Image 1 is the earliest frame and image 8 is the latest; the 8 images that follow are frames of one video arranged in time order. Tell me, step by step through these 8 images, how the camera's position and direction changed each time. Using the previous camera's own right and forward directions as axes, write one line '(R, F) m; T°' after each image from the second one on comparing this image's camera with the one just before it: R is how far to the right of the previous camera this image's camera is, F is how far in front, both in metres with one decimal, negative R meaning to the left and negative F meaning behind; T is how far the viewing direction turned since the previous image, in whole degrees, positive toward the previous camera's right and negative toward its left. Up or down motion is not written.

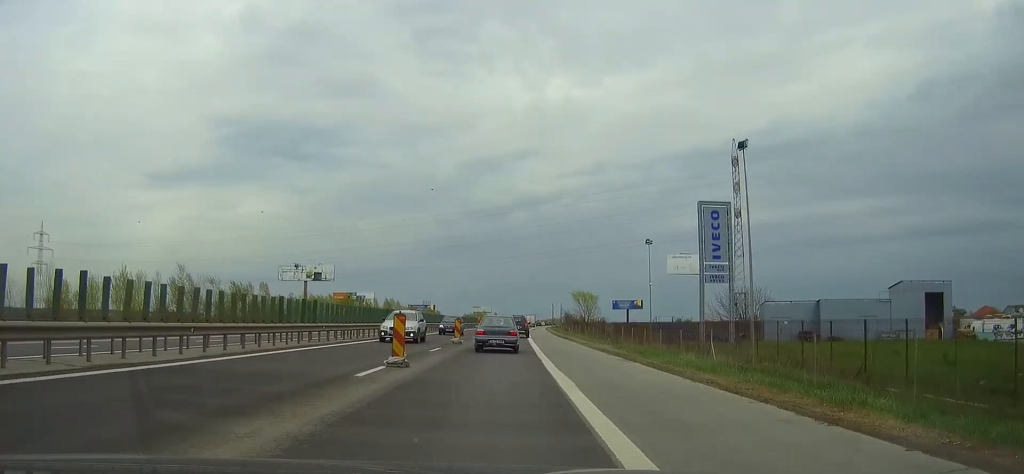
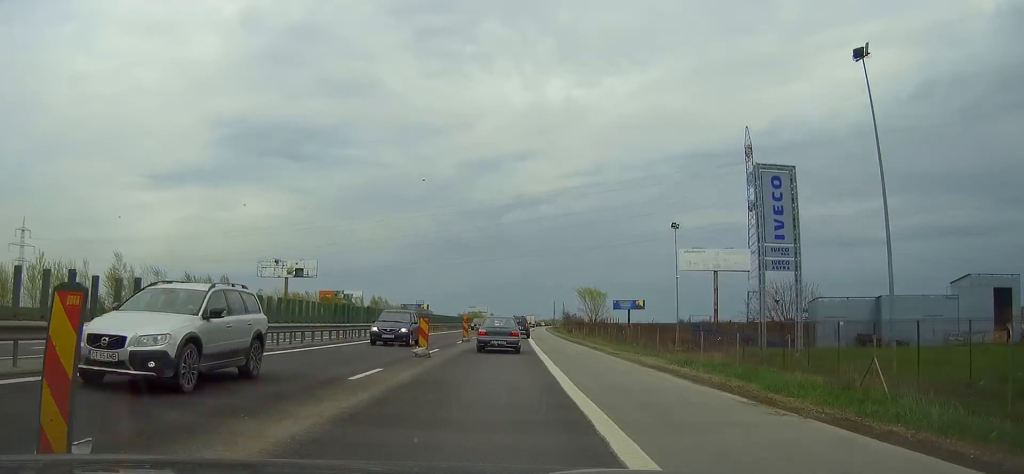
(0.0, +13.1) m; 0°
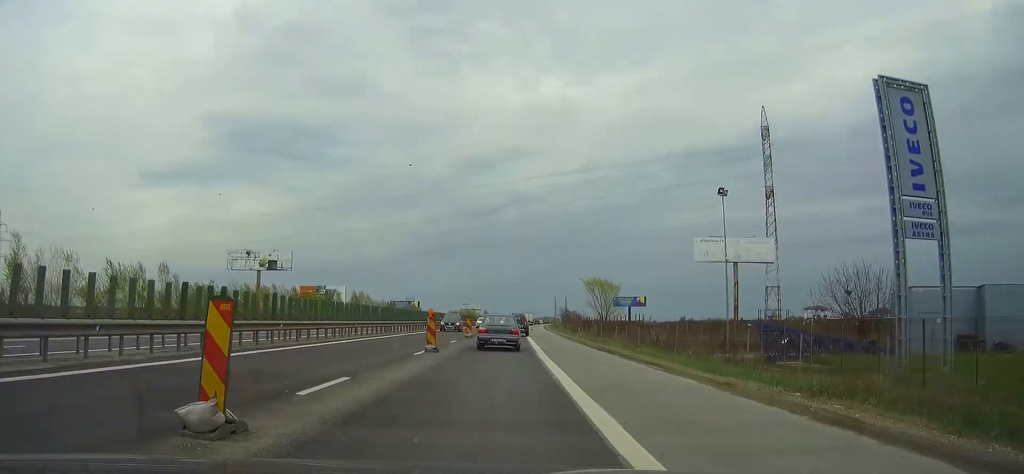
(0.0, +15.4) m; 0°
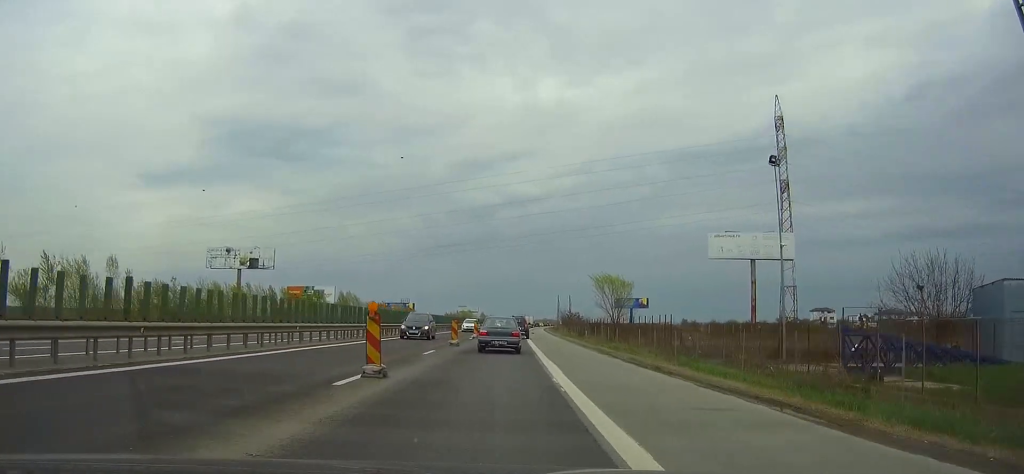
(0.0, +10.1) m; 0°
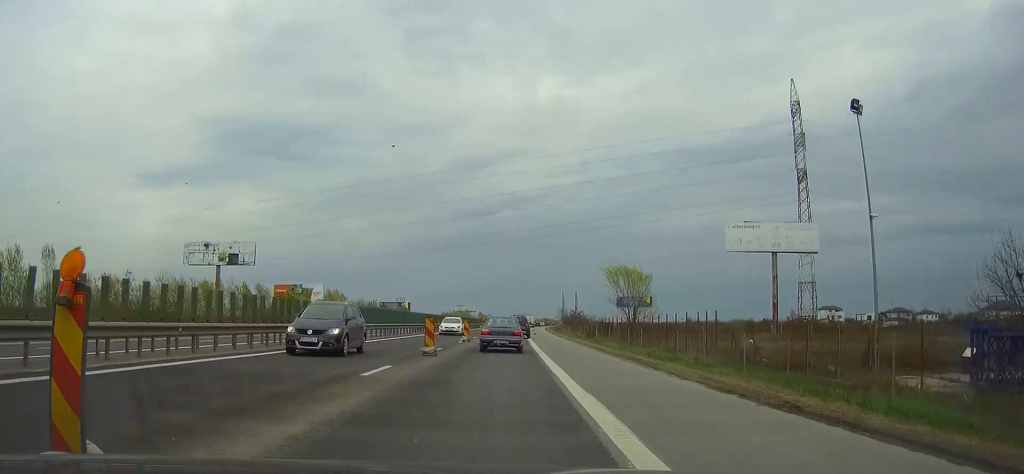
(0.0, +10.1) m; 0°
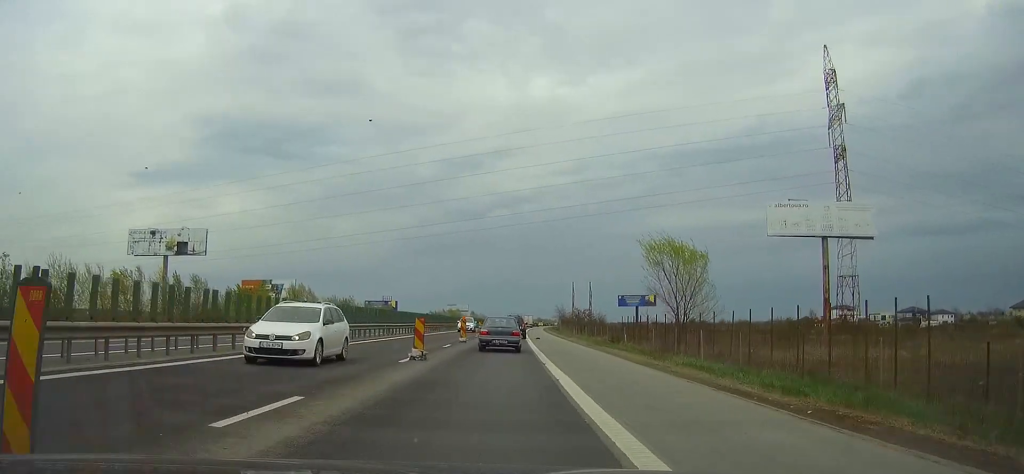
(+0.1, +18.6) m; +1°
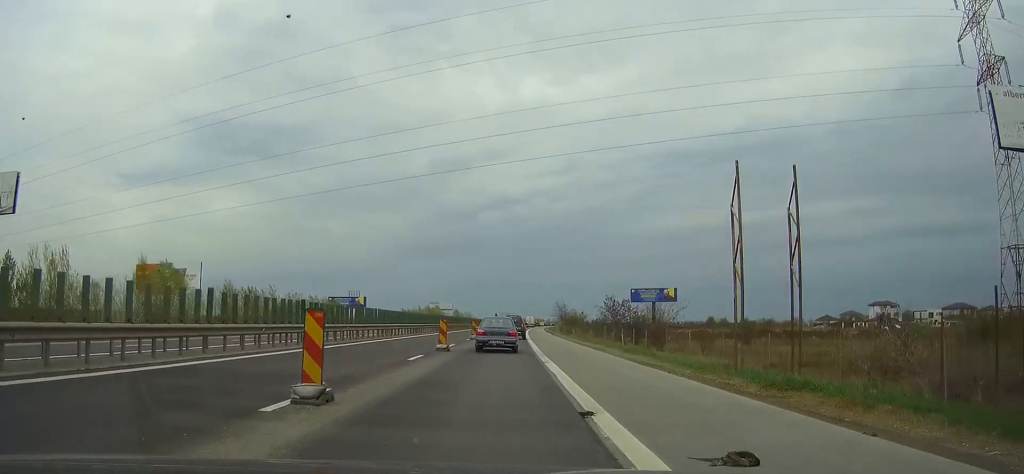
(+0.4, +47.5) m; +1°
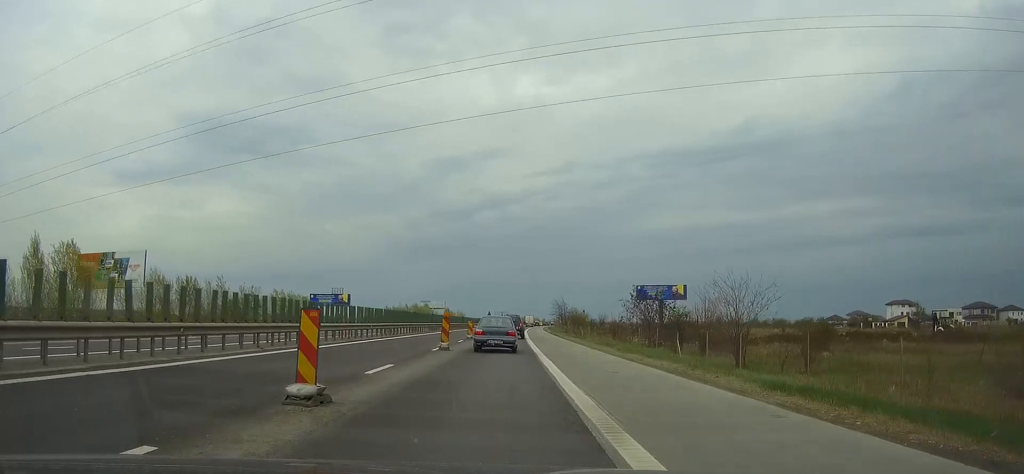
(+0.1, +17.9) m; 0°
